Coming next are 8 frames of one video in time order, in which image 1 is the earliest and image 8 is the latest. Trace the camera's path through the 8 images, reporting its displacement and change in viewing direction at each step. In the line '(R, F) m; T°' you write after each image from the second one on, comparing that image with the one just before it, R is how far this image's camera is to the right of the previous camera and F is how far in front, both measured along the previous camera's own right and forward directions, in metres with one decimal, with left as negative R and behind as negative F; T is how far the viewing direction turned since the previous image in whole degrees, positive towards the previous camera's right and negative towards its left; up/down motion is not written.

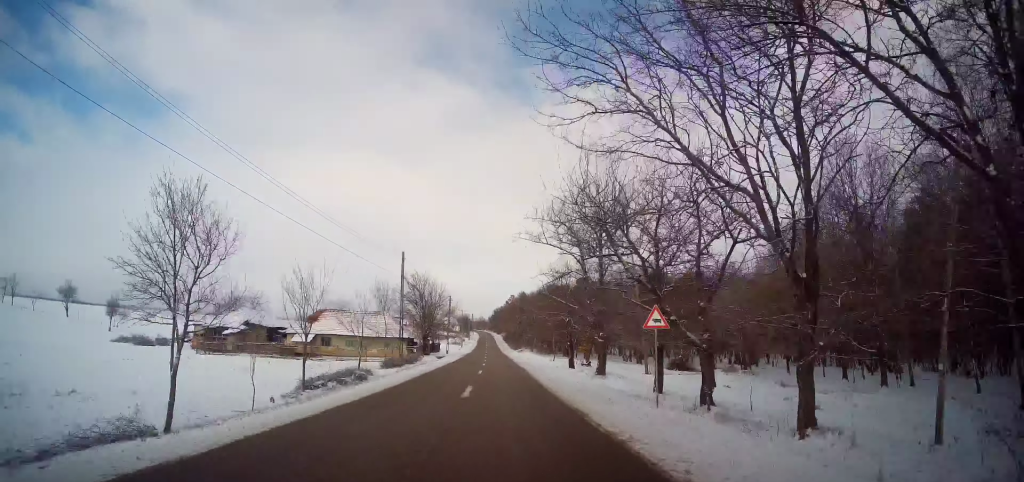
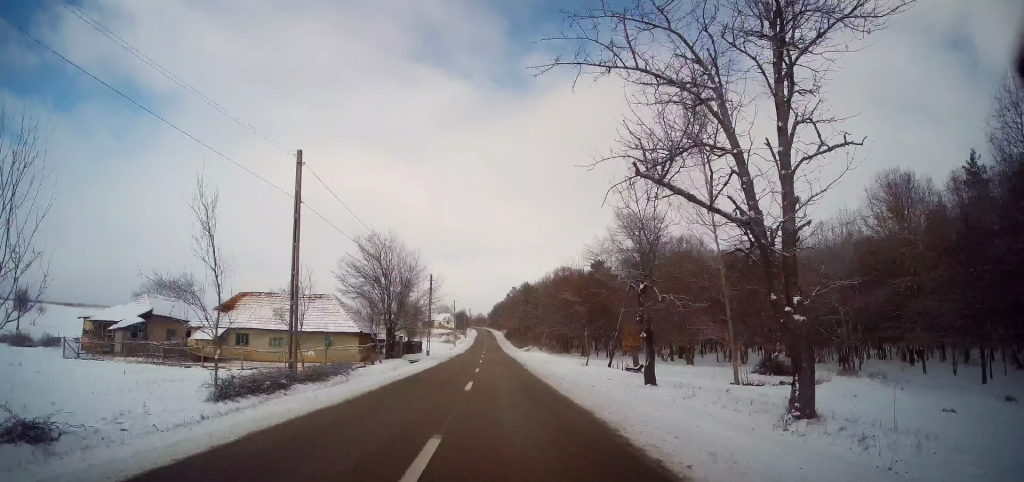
(+0.1, +21.2) m; 0°
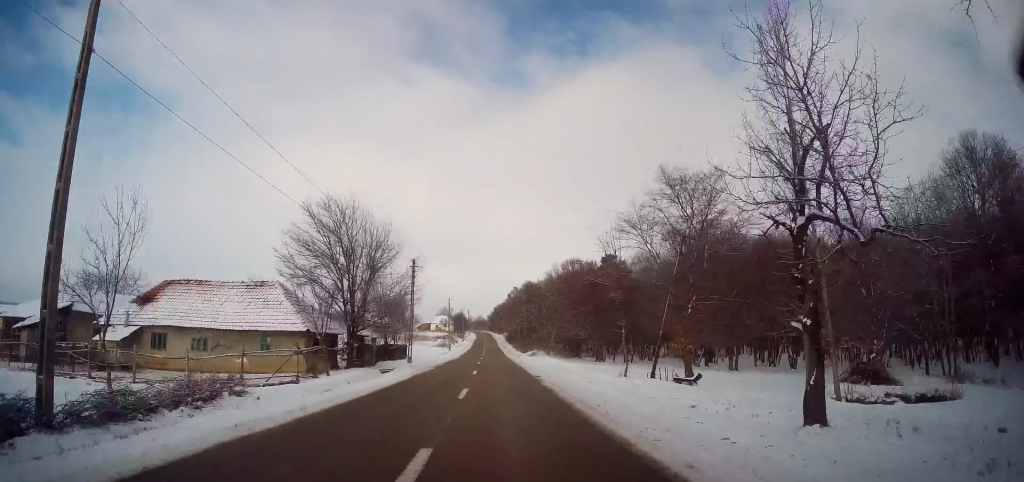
(+0.1, +11.3) m; 0°
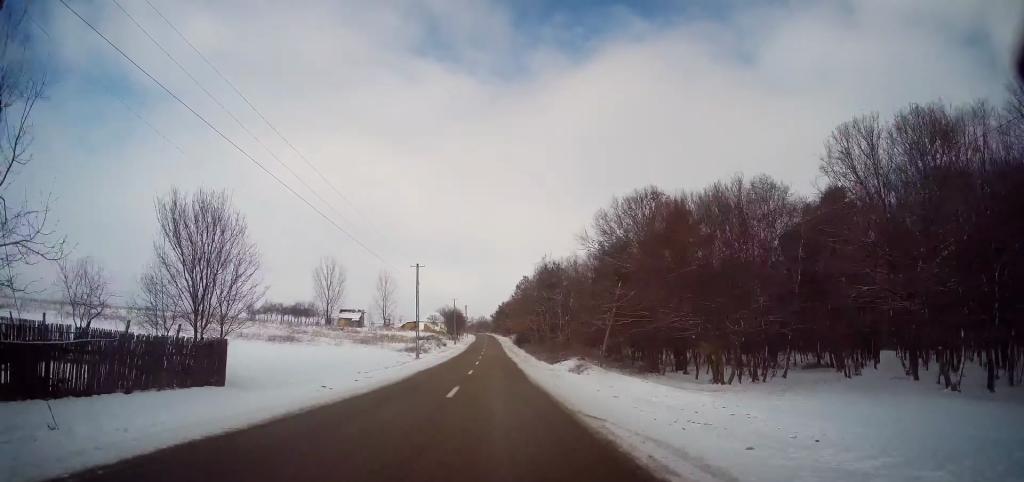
(+0.4, +36.9) m; +1°
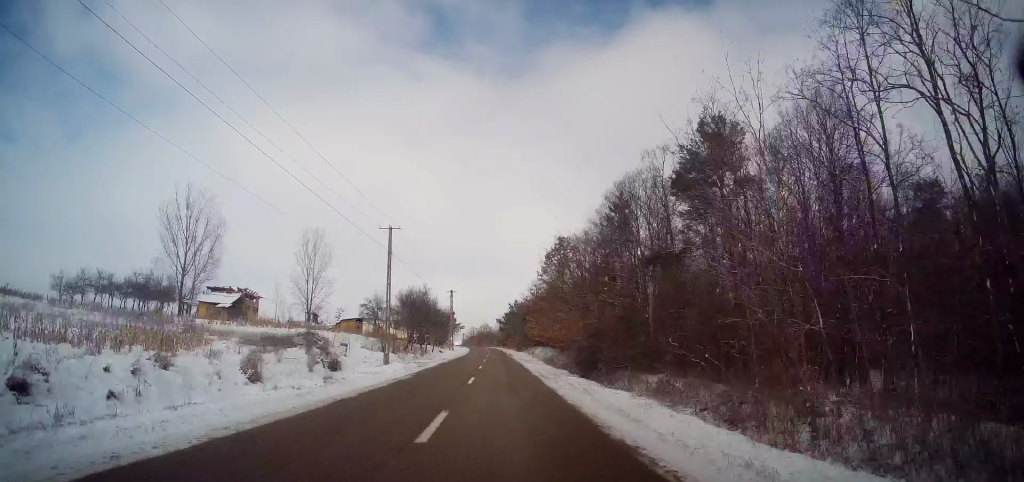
(-2.0, +62.7) m; -2°
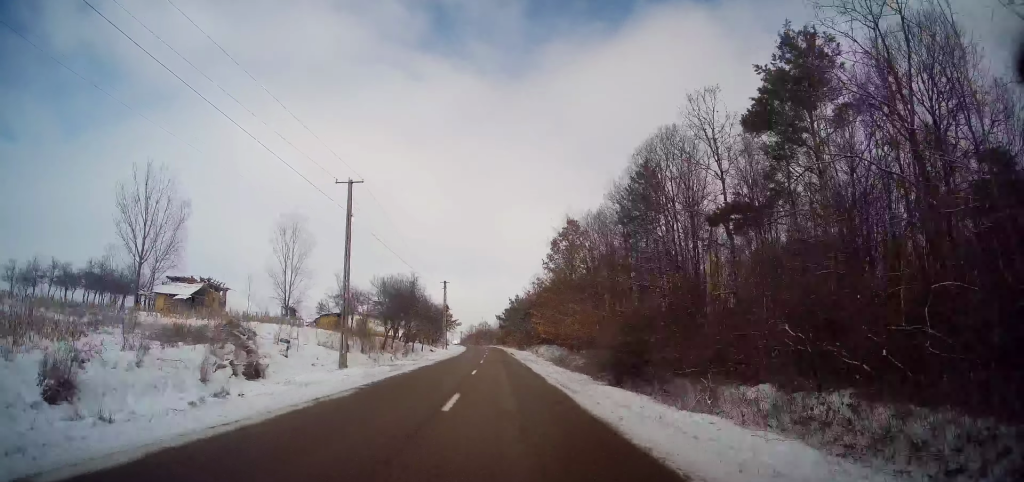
(+0.1, +8.7) m; 0°
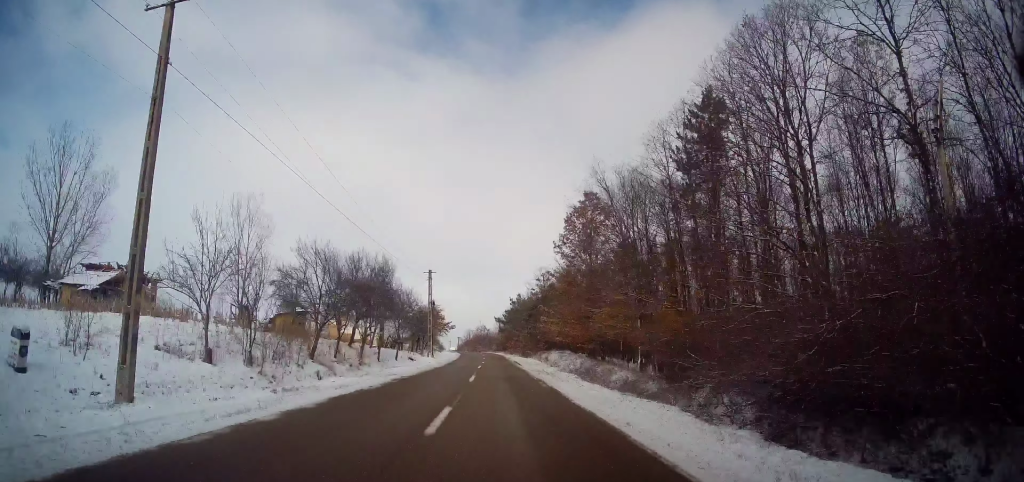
(0.0, +13.6) m; 0°
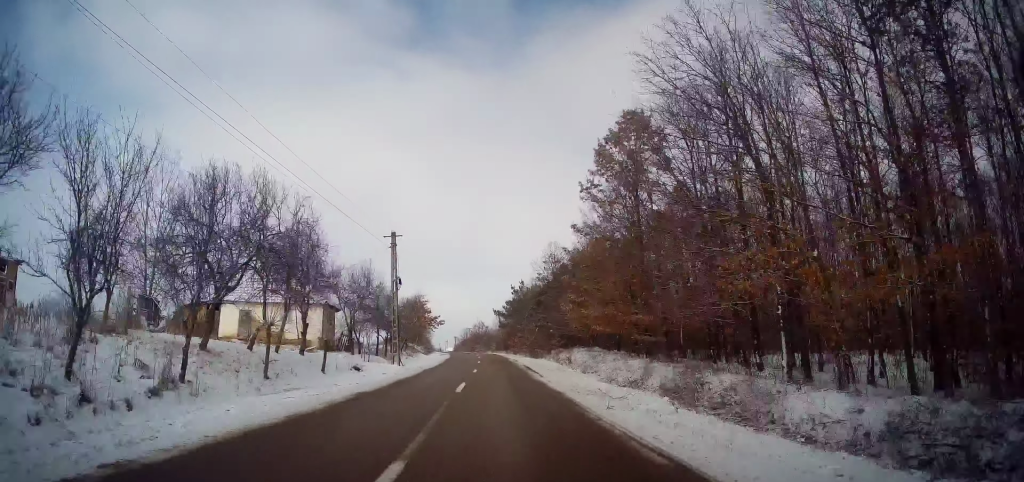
(0.0, +17.0) m; 0°
